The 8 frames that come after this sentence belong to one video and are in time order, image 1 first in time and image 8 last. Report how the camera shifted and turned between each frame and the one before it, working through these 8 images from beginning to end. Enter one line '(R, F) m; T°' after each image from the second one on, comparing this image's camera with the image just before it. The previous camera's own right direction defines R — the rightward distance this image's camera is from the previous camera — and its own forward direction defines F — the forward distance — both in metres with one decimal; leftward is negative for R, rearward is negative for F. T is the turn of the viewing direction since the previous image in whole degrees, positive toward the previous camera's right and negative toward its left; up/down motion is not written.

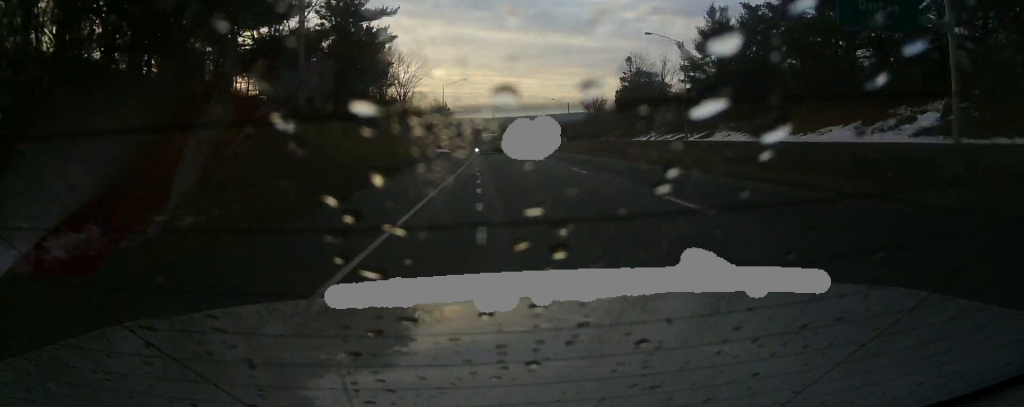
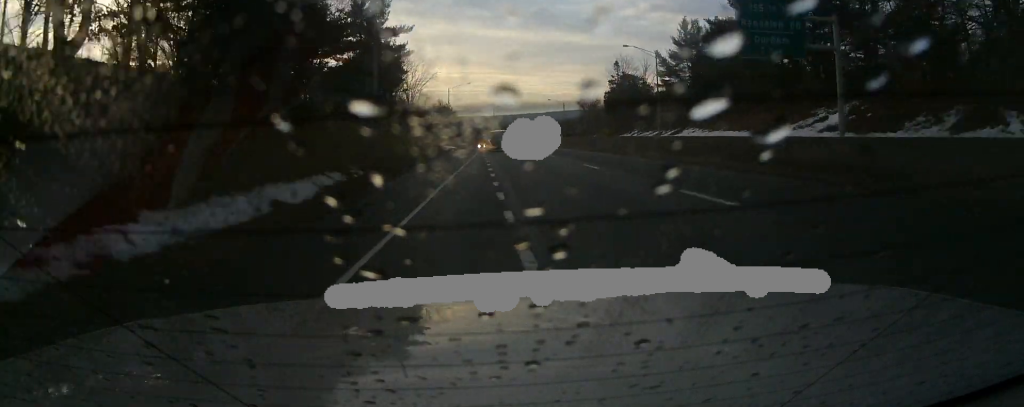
(+0.1, +12.2) m; +1°
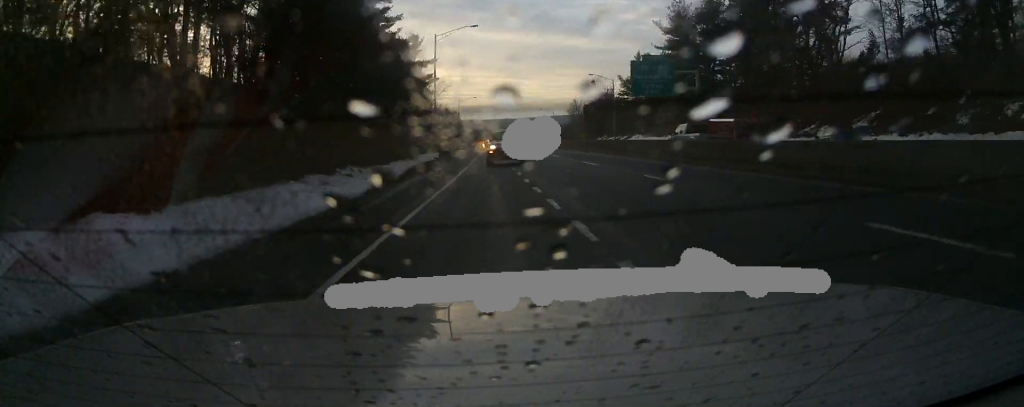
(+0.1, +30.4) m; 0°
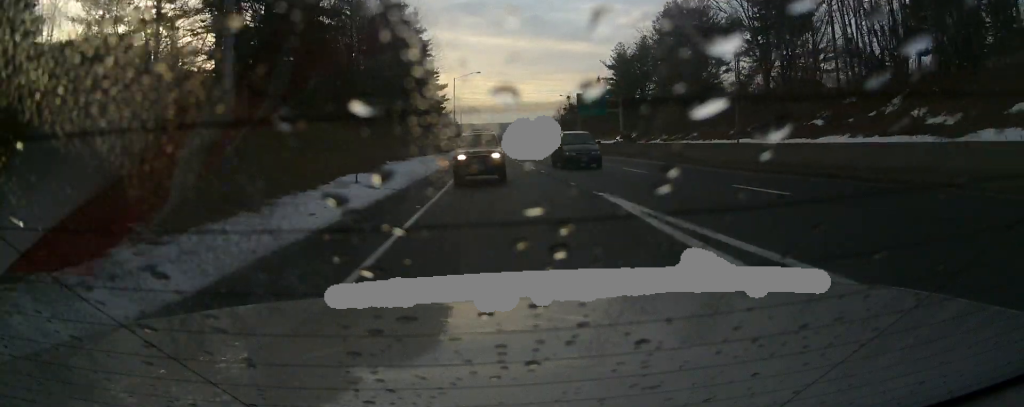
(0.0, +41.2) m; 0°
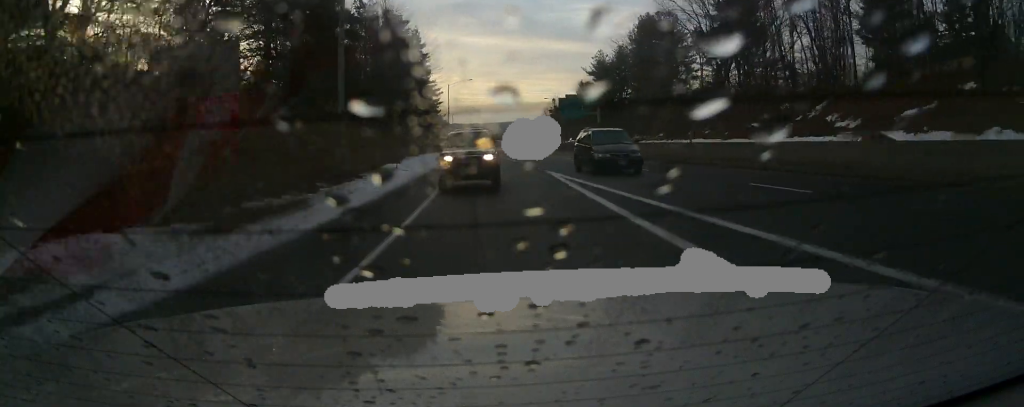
(0.0, +13.4) m; +1°
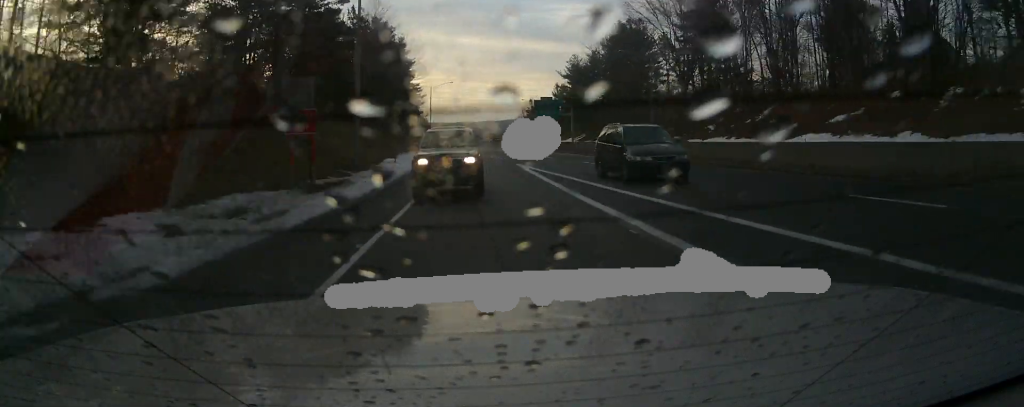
(+0.1, +8.0) m; +1°
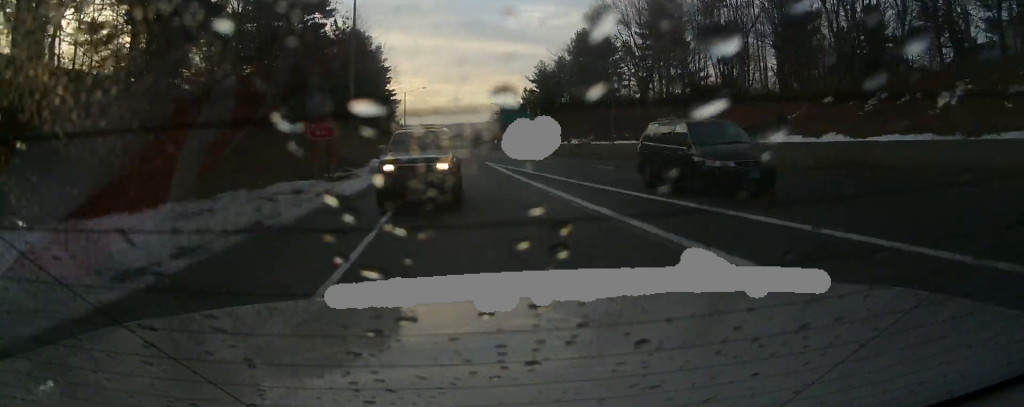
(0.0, +7.4) m; +1°
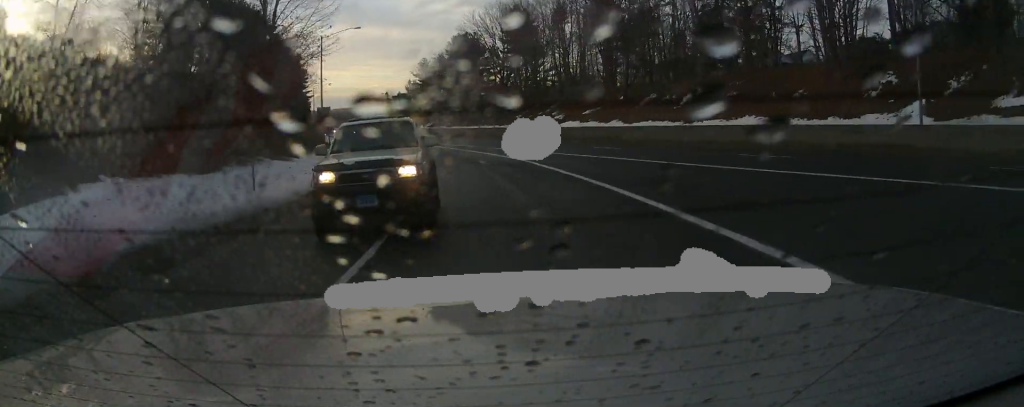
(+1.2, +30.3) m; +5°
